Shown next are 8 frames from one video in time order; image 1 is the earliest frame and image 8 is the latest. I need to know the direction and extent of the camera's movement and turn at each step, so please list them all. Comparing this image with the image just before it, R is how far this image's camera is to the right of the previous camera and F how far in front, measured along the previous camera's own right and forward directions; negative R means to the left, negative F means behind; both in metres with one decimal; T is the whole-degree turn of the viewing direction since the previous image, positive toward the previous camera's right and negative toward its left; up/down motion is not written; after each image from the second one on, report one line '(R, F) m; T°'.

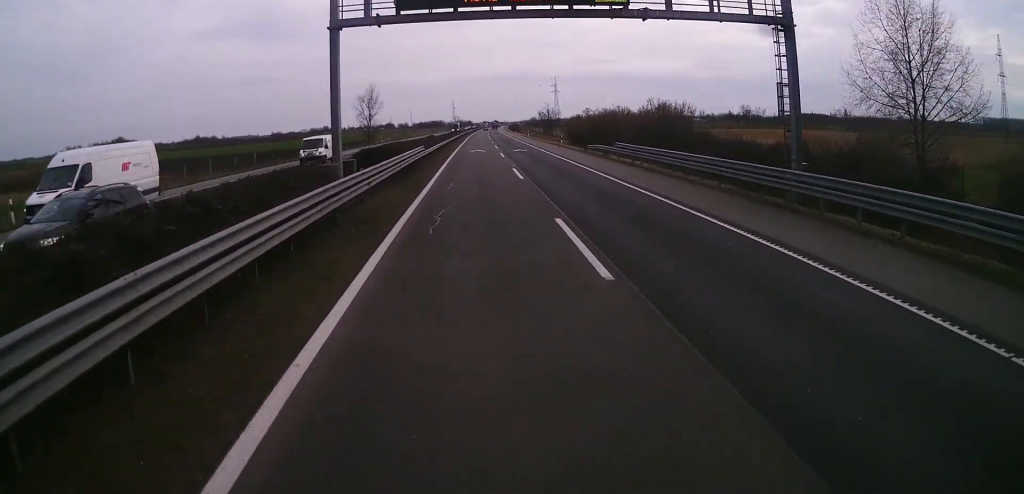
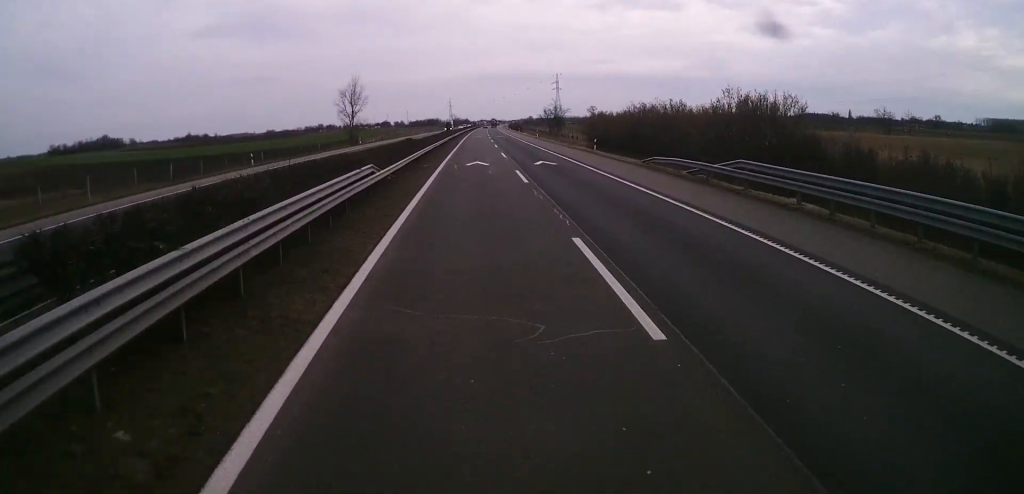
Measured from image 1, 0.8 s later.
(-0.1, +21.3) m; 0°
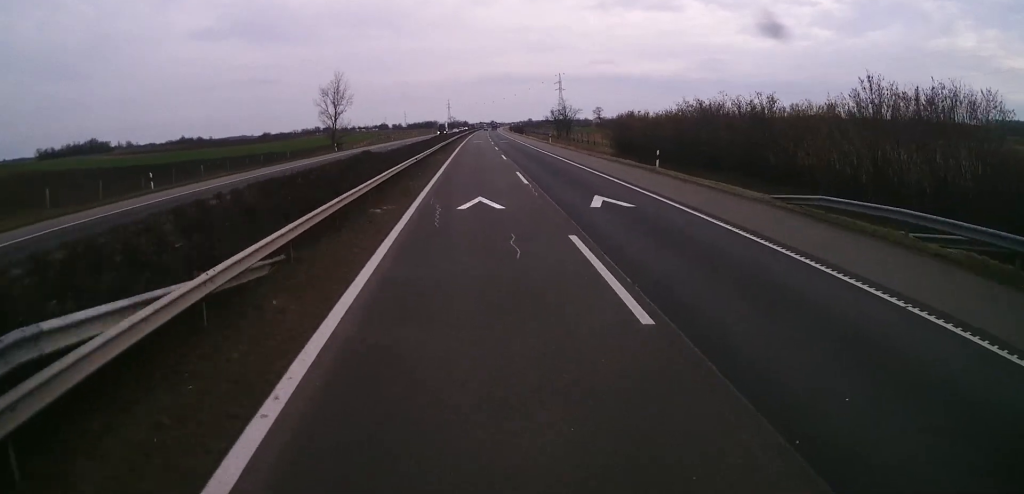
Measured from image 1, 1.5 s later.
(0.0, +17.9) m; 0°
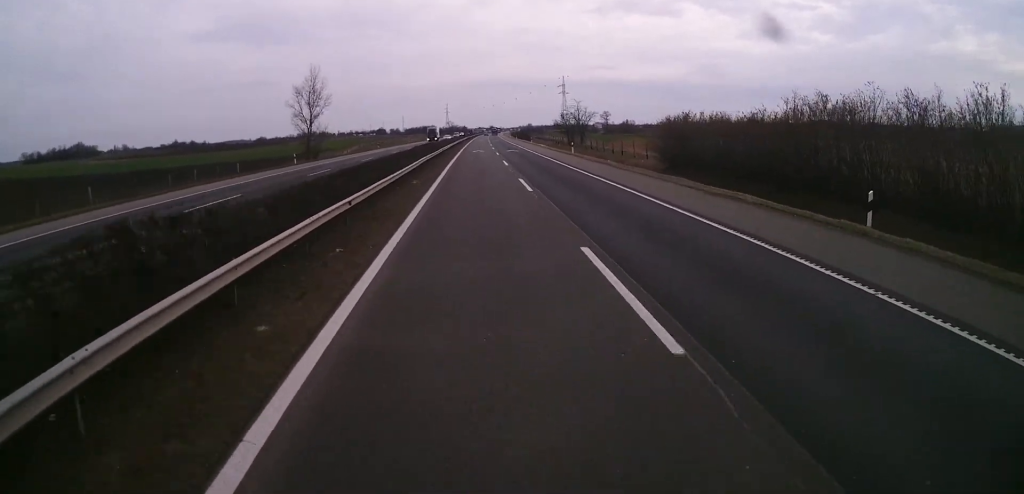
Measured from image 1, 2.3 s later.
(+0.2, +19.3) m; +1°
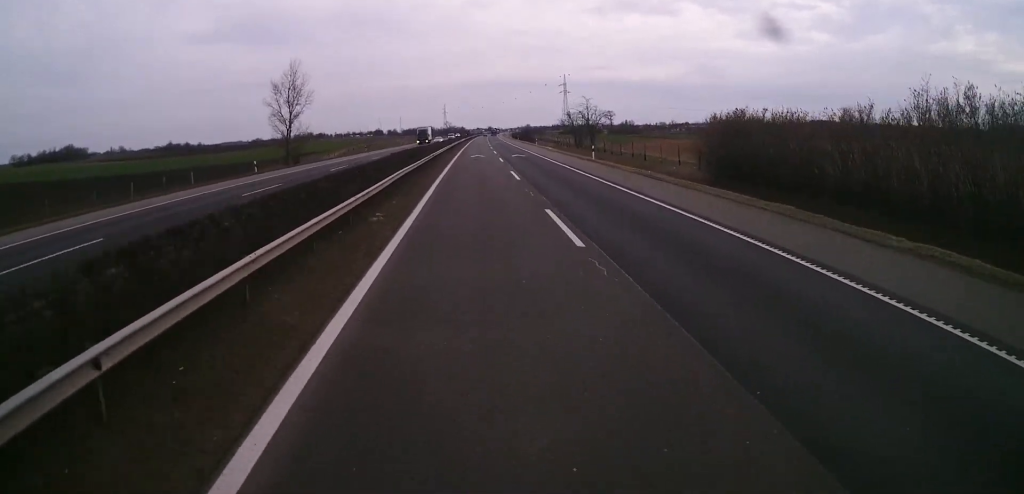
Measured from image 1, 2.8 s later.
(+0.1, +11.7) m; 0°
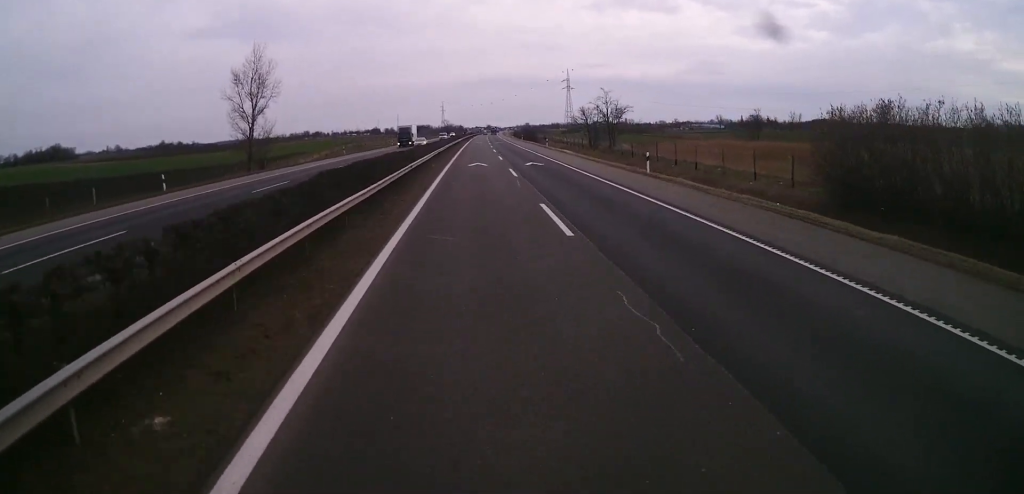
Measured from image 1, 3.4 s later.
(0.0, +16.8) m; 0°
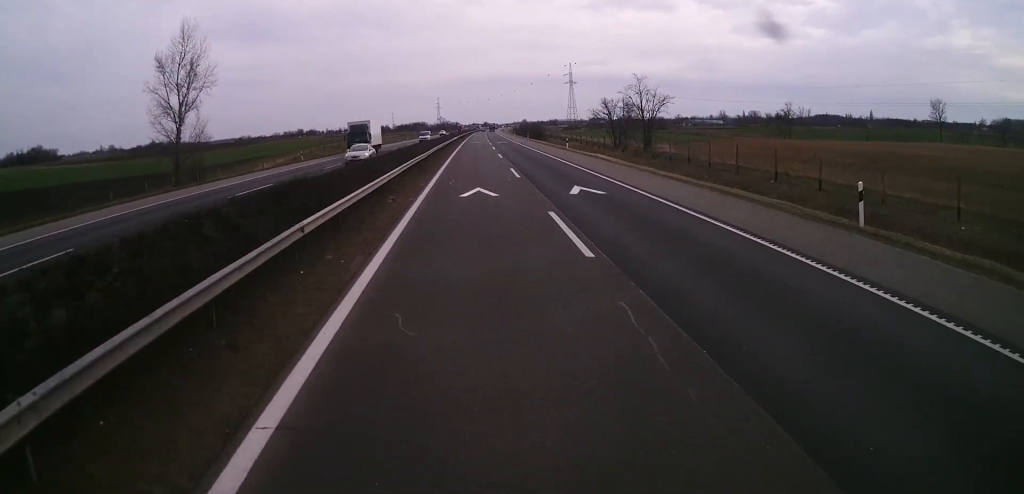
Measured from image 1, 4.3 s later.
(-0.1, +20.8) m; 0°
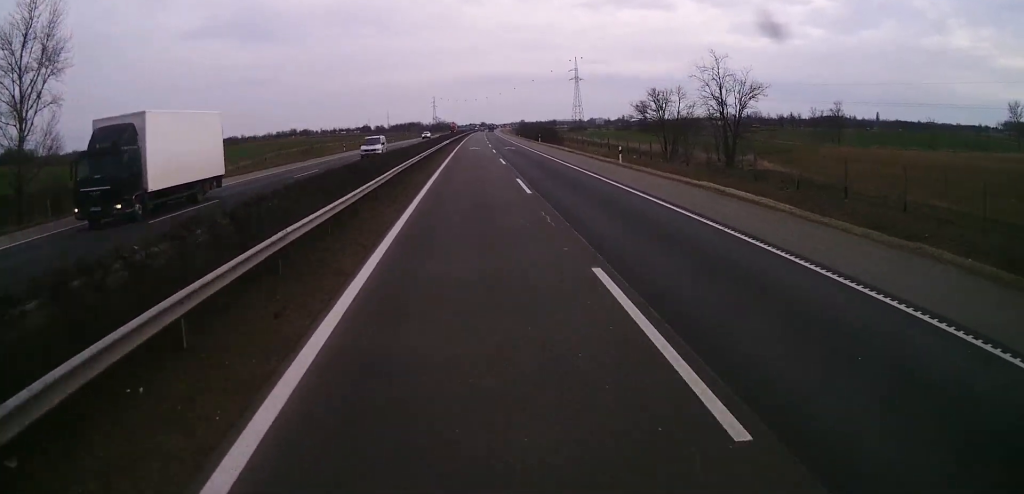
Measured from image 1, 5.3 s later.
(-0.1, +24.9) m; 0°
